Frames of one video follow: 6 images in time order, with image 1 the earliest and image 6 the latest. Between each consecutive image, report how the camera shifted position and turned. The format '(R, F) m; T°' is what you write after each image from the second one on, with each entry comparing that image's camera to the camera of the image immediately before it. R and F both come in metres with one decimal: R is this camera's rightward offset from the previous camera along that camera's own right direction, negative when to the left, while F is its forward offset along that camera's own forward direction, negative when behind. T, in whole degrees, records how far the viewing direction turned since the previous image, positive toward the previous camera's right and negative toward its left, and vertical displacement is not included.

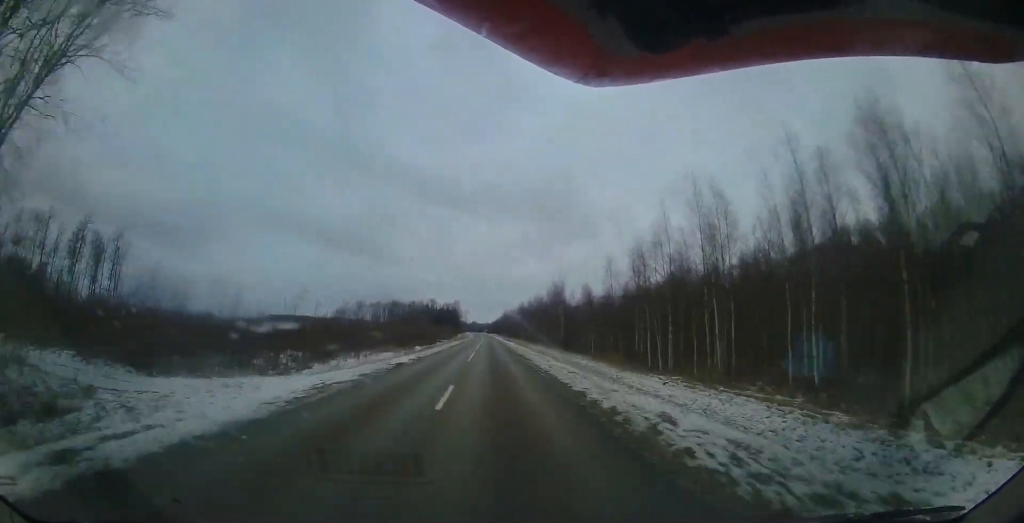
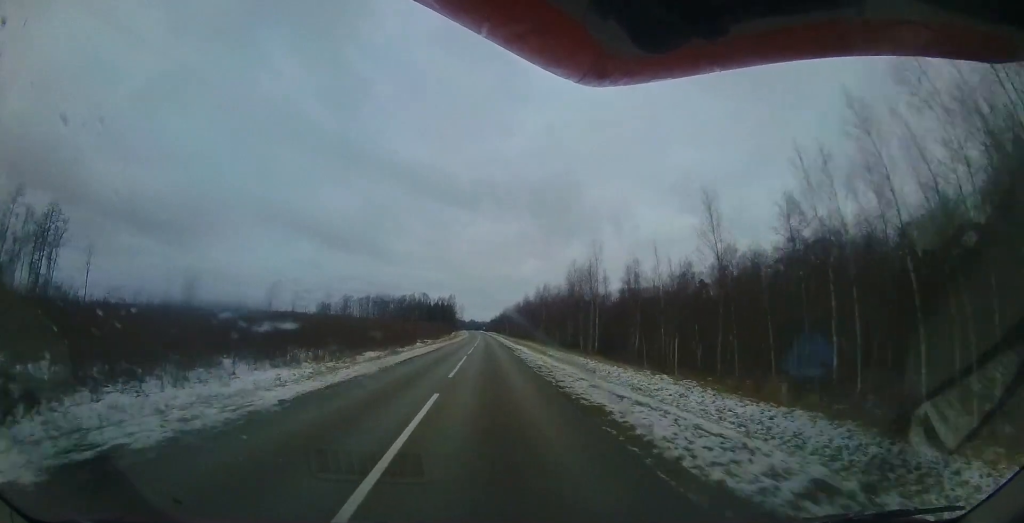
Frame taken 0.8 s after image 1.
(0.0, +19.7) m; 0°
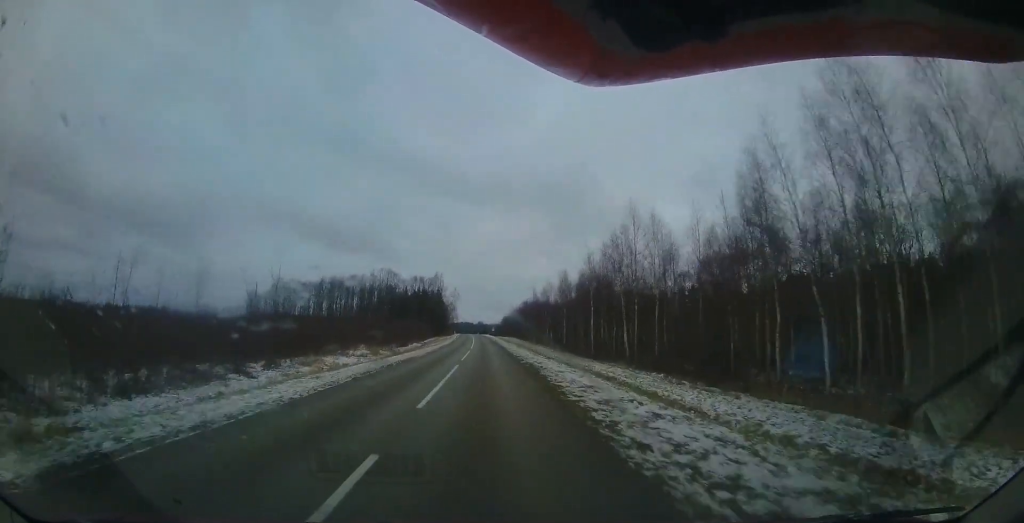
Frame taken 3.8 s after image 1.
(+0.8, +75.4) m; 0°
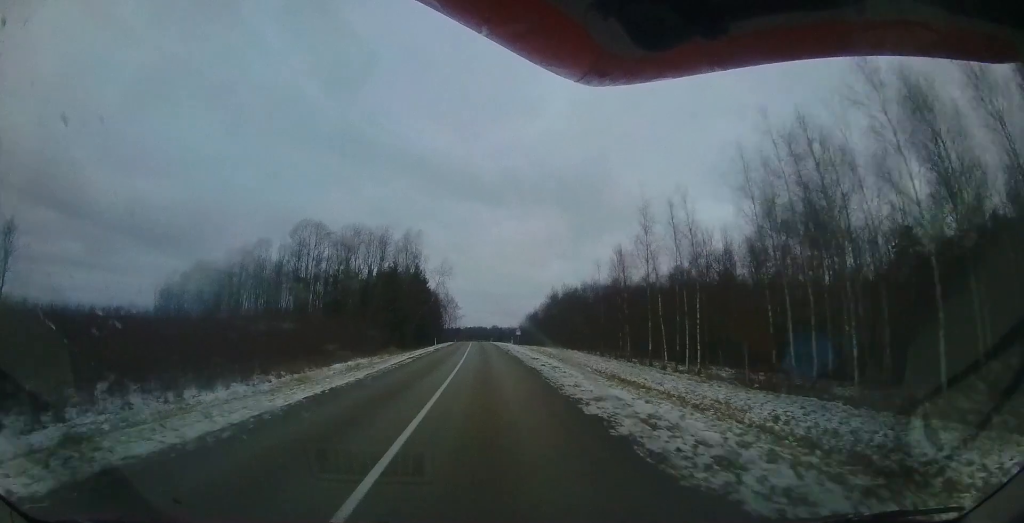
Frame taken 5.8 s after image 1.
(-0.9, +50.1) m; -3°
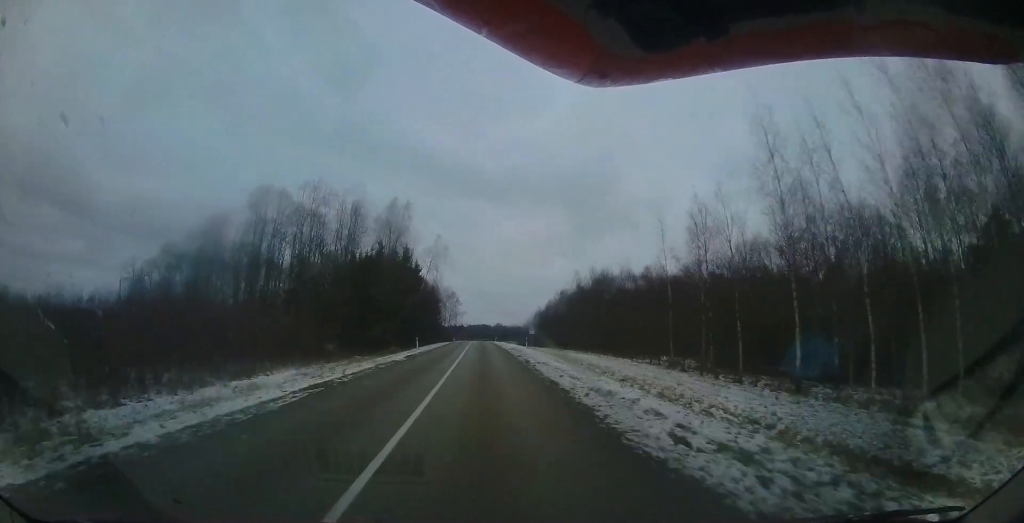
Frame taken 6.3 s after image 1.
(0.0, +12.3) m; -1°
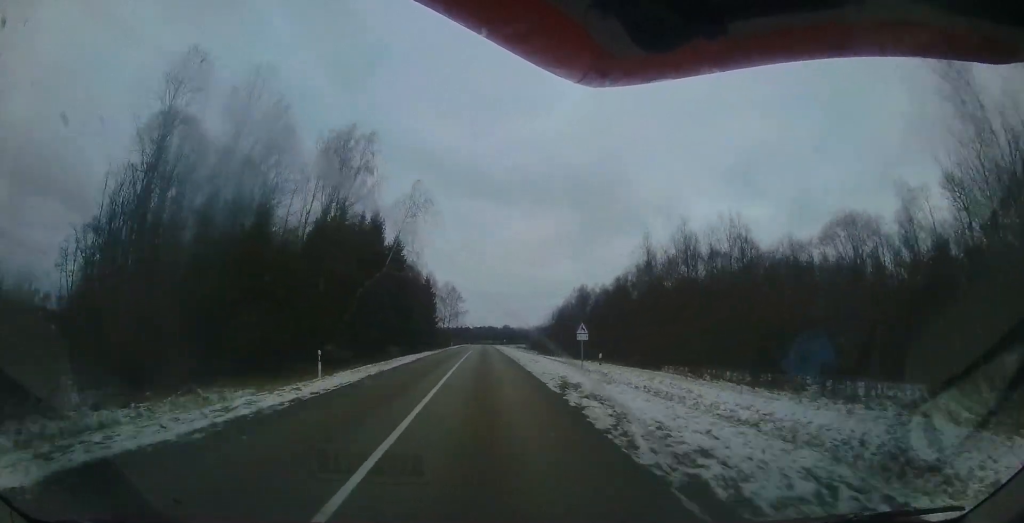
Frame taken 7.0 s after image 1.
(-0.5, +18.1) m; -1°
